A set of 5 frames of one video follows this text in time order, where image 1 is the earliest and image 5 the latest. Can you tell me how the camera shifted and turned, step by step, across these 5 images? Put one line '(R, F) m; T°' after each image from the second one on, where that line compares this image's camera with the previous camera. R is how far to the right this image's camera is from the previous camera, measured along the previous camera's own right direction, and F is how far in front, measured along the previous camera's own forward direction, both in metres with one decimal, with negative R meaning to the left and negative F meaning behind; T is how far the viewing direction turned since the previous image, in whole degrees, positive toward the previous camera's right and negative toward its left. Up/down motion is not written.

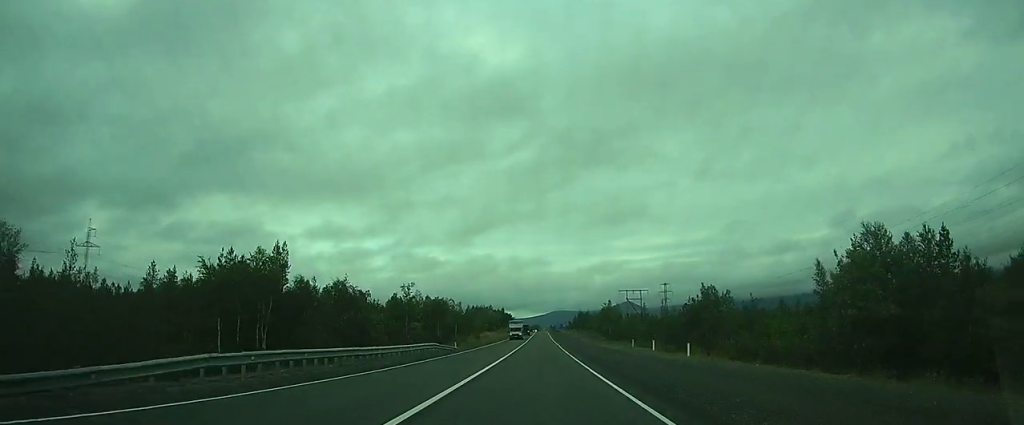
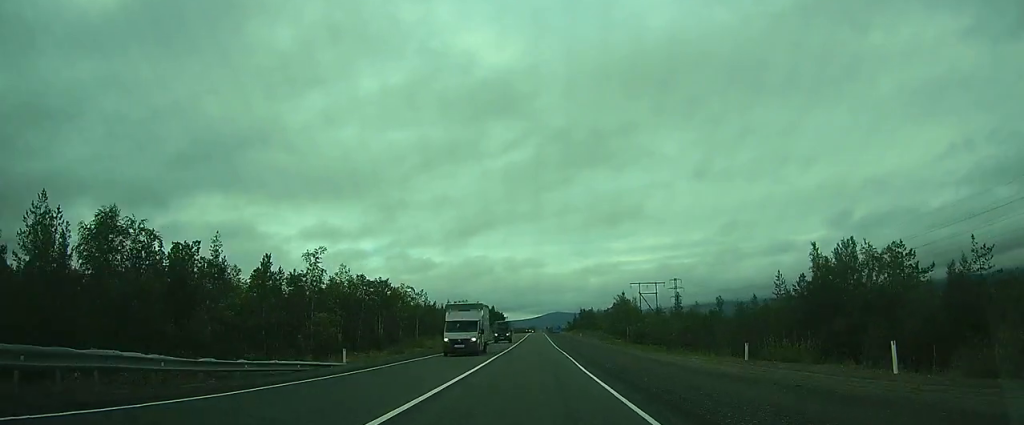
(-0.2, +29.6) m; -1°
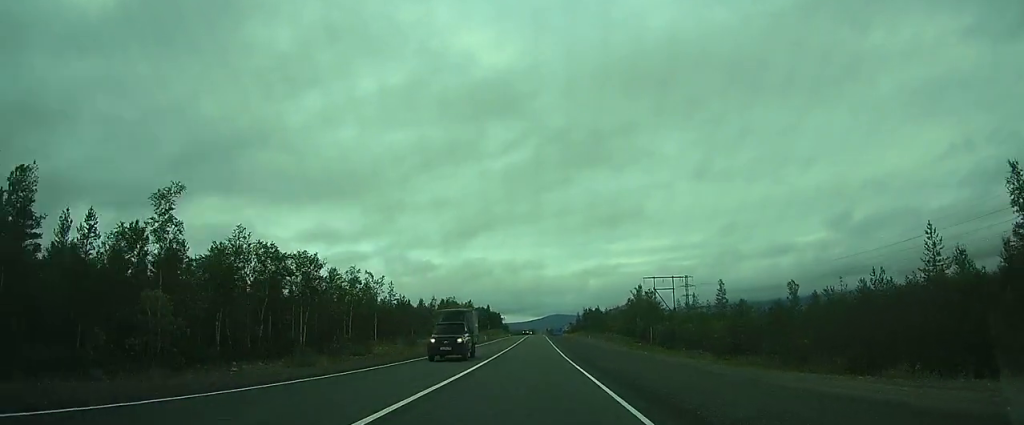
(0.0, +19.5) m; -1°
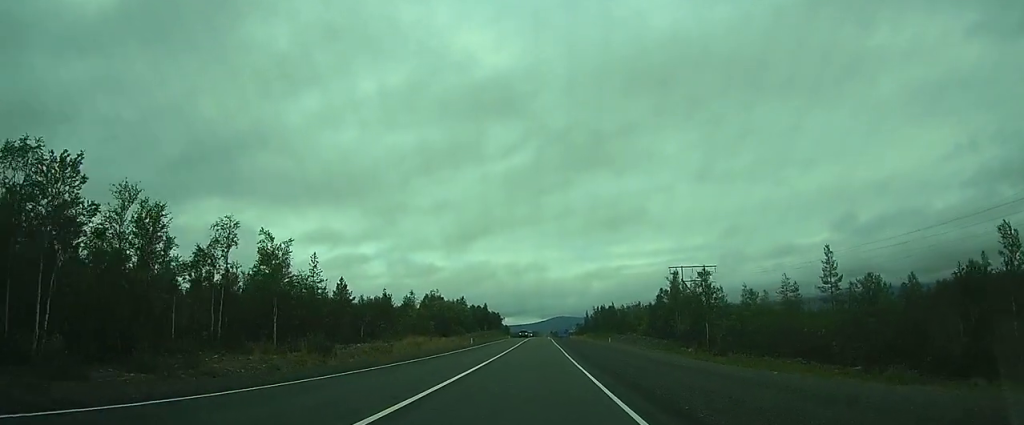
(-0.2, +23.5) m; -1°
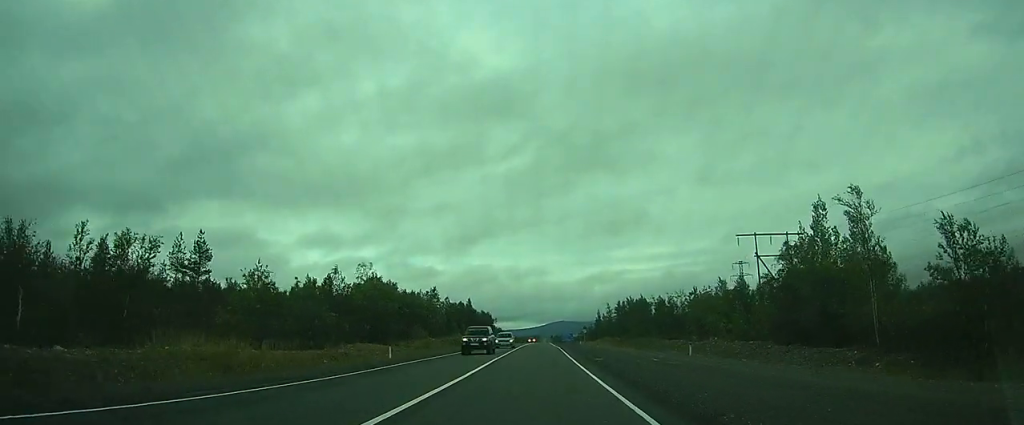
(-0.3, +39.4) m; -1°
